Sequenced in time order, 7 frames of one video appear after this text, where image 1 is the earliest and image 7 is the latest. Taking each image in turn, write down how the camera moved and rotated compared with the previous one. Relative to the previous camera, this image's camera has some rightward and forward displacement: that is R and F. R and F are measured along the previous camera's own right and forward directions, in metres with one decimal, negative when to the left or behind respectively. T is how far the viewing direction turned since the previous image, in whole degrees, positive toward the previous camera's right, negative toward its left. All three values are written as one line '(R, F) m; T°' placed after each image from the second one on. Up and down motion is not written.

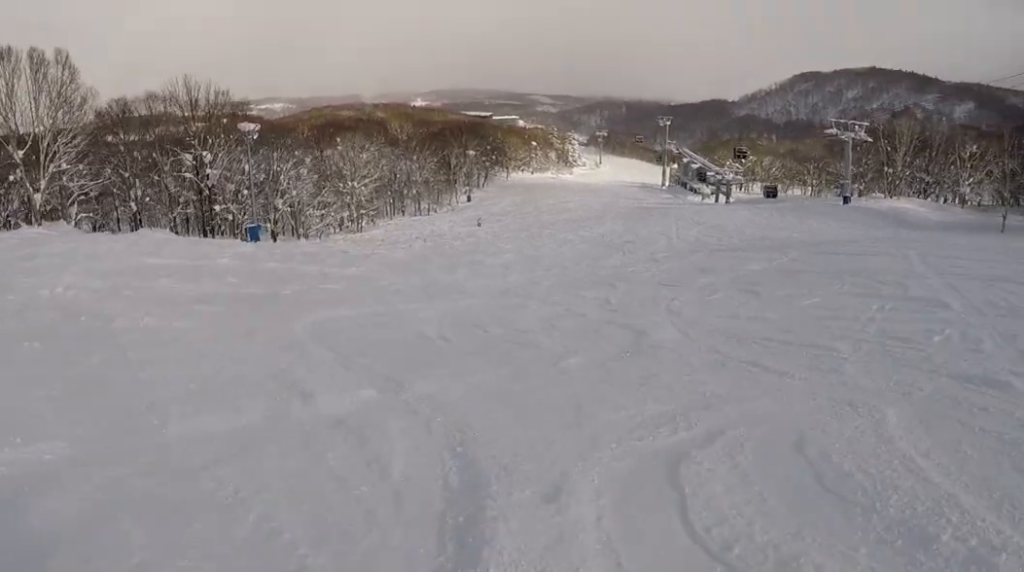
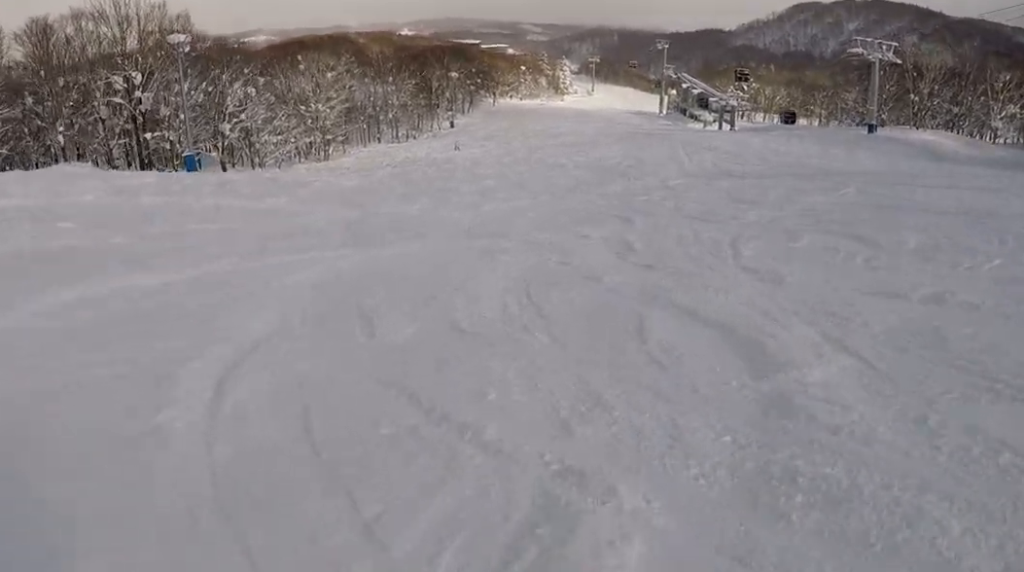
(-1.0, +9.5) m; -4°
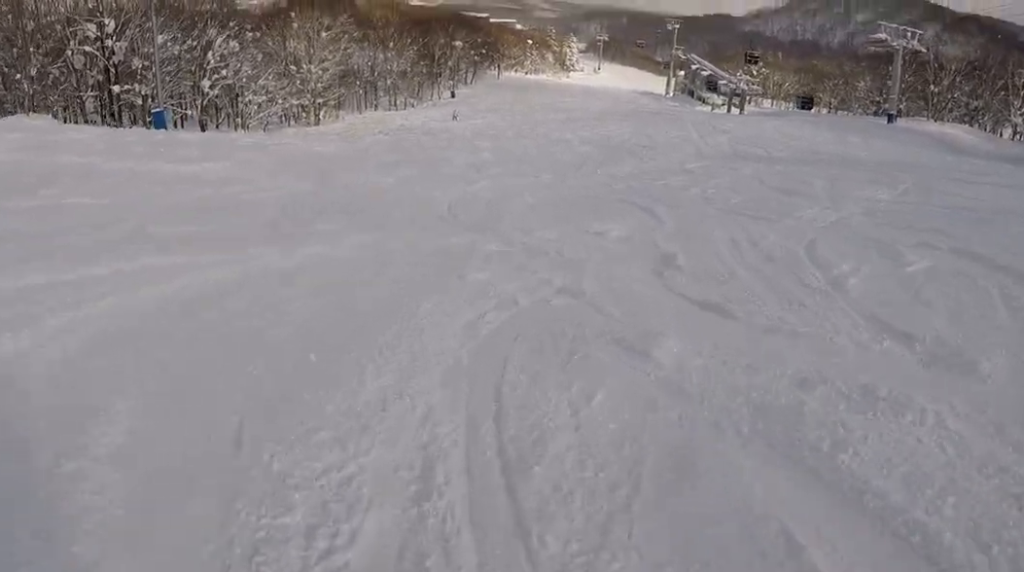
(0.0, +5.3) m; 0°
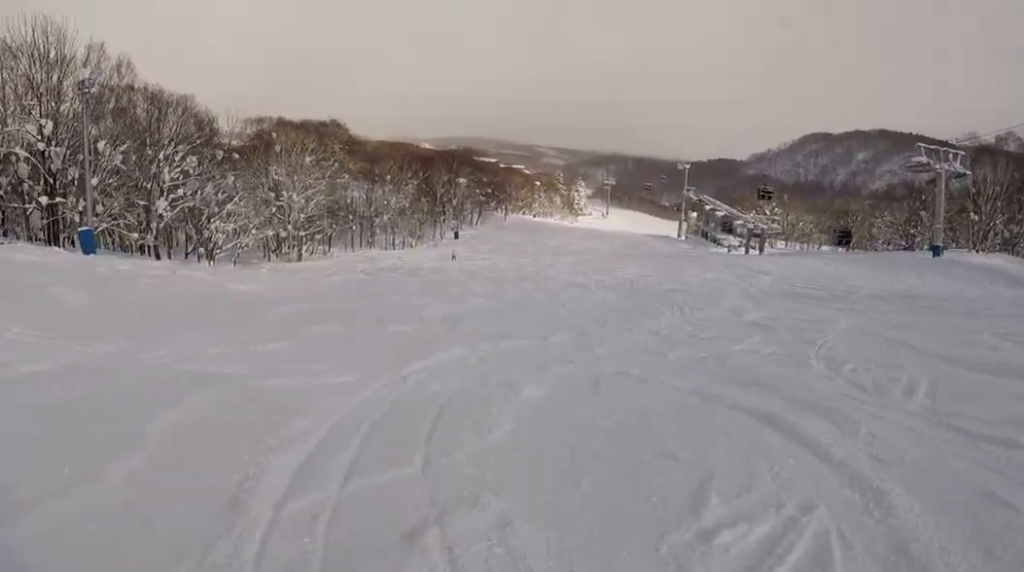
(+0.1, +10.6) m; +1°
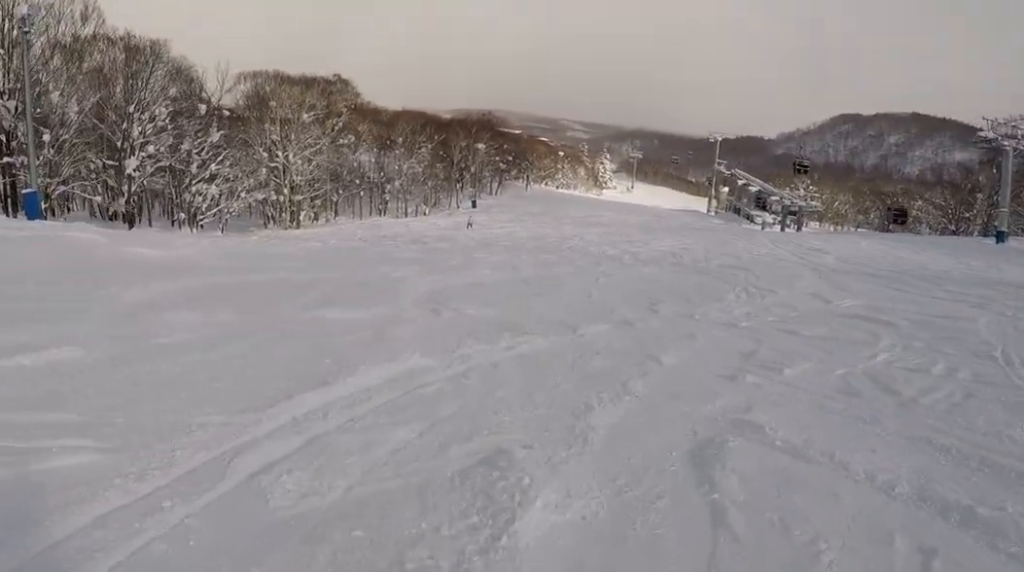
(-0.1, +6.7) m; +3°
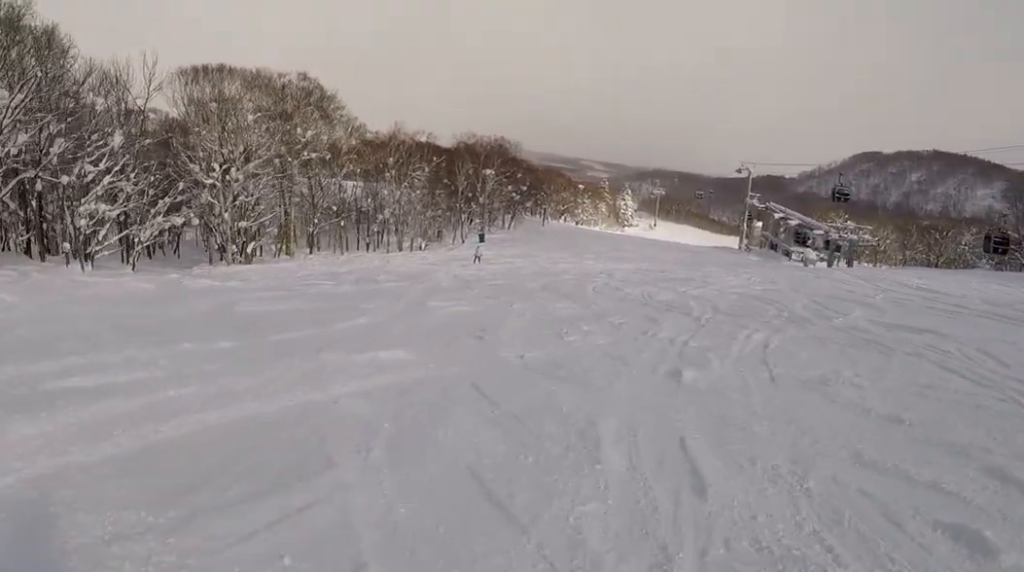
(+1.2, +15.1) m; +2°
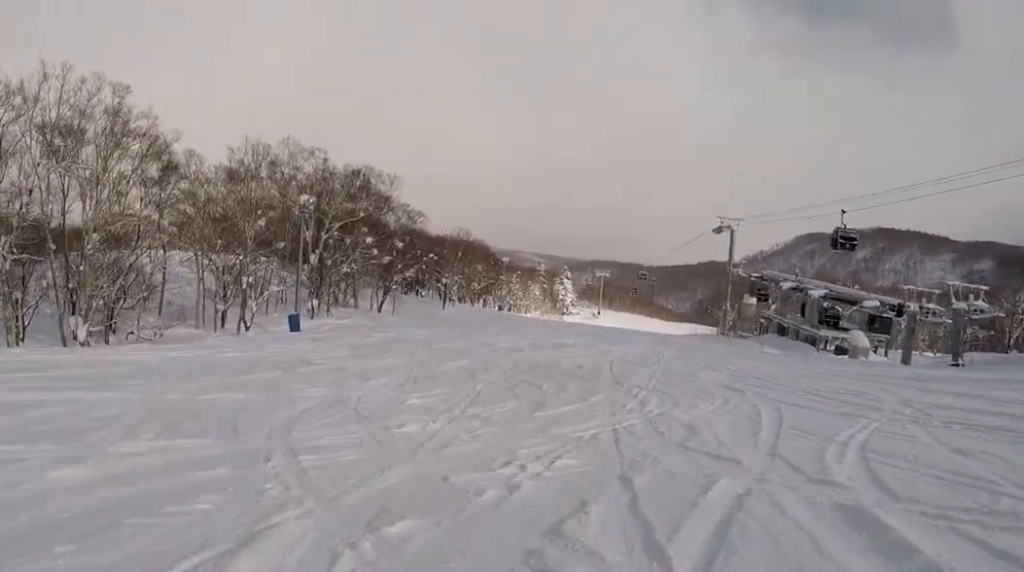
(+0.3, +51.0) m; -1°
